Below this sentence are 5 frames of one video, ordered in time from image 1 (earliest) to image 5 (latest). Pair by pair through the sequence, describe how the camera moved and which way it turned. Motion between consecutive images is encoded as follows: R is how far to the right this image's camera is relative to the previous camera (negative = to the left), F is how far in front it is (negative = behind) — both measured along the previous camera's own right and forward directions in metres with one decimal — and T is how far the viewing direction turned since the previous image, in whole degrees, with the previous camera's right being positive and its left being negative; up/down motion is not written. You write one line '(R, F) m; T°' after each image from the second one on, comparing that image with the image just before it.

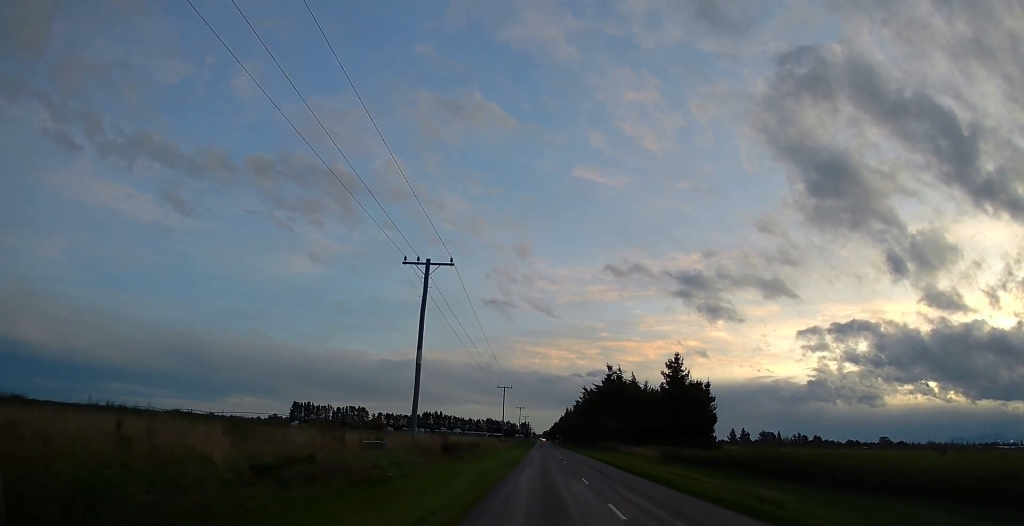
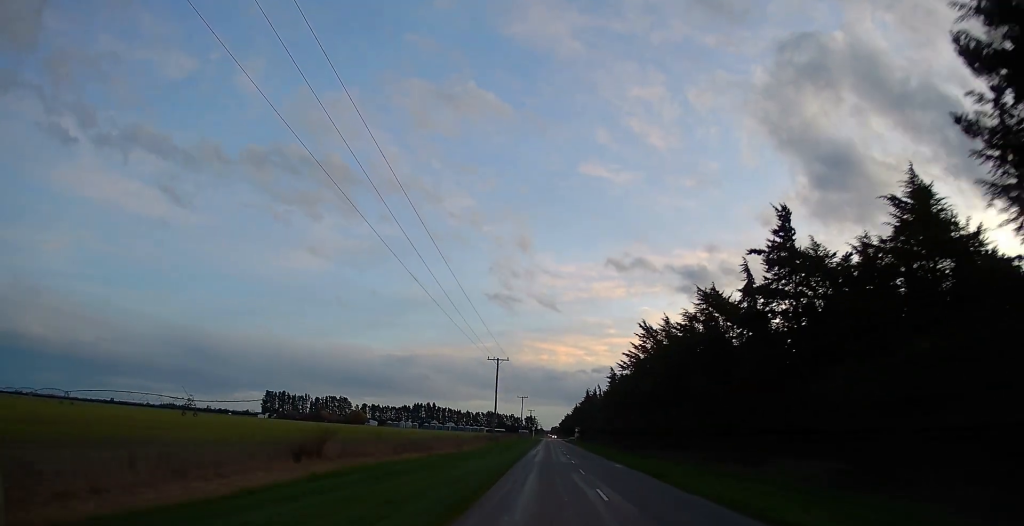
(+2.1, +107.6) m; +1°
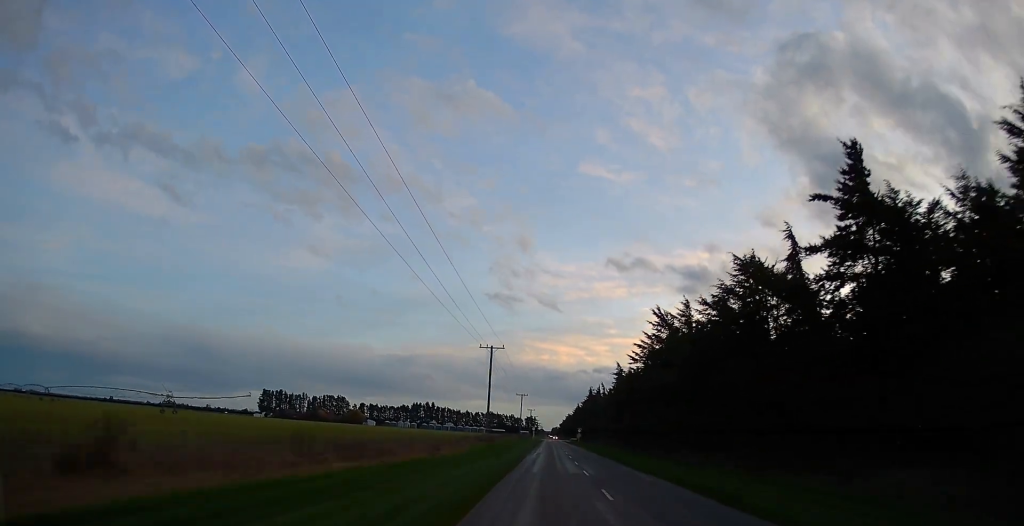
(-0.1, +10.6) m; 0°
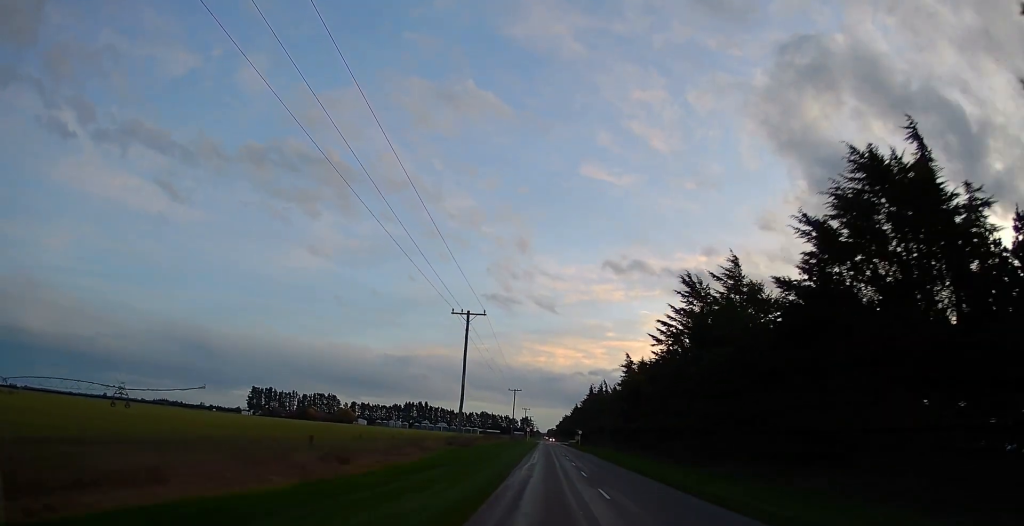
(+0.1, +18.5) m; -1°
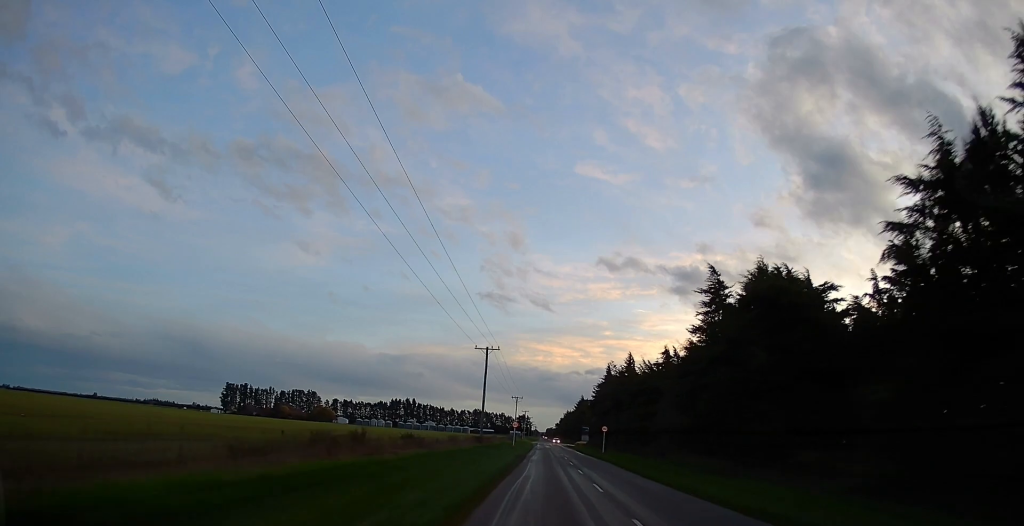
(0.0, +57.6) m; +1°
